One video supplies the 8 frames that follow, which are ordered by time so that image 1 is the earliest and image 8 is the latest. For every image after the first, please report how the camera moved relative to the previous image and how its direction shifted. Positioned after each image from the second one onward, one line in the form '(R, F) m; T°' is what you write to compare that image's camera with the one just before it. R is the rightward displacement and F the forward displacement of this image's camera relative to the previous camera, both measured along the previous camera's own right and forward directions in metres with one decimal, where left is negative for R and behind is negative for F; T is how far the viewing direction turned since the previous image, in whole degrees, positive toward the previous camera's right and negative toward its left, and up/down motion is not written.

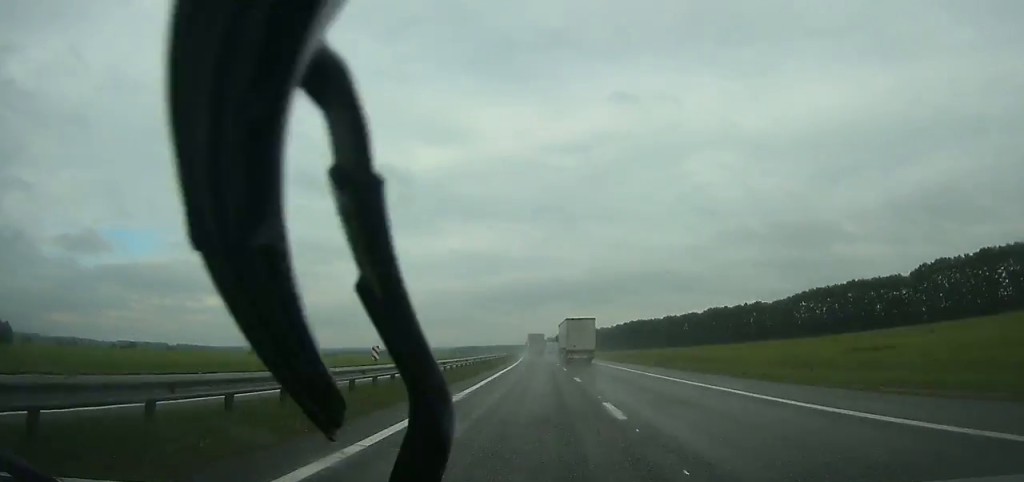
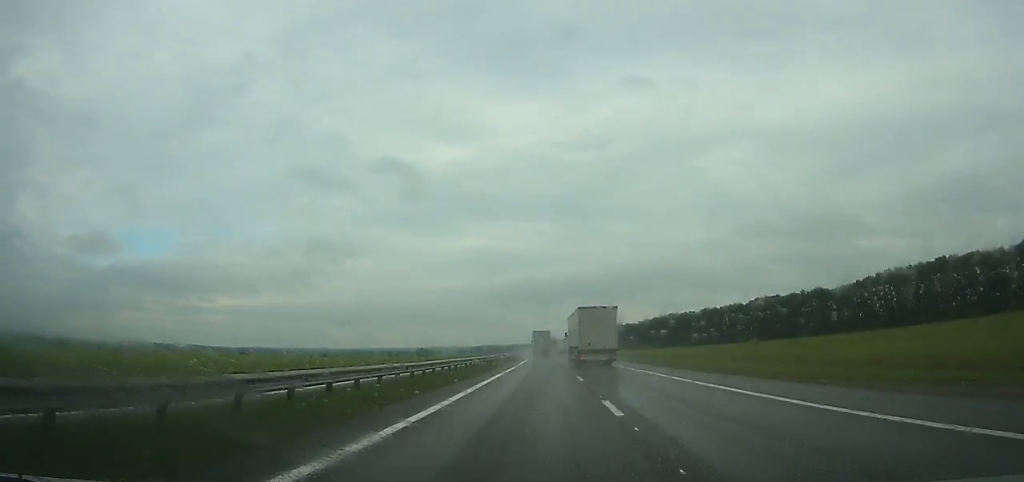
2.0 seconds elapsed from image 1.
(-0.9, +58.8) m; -1°
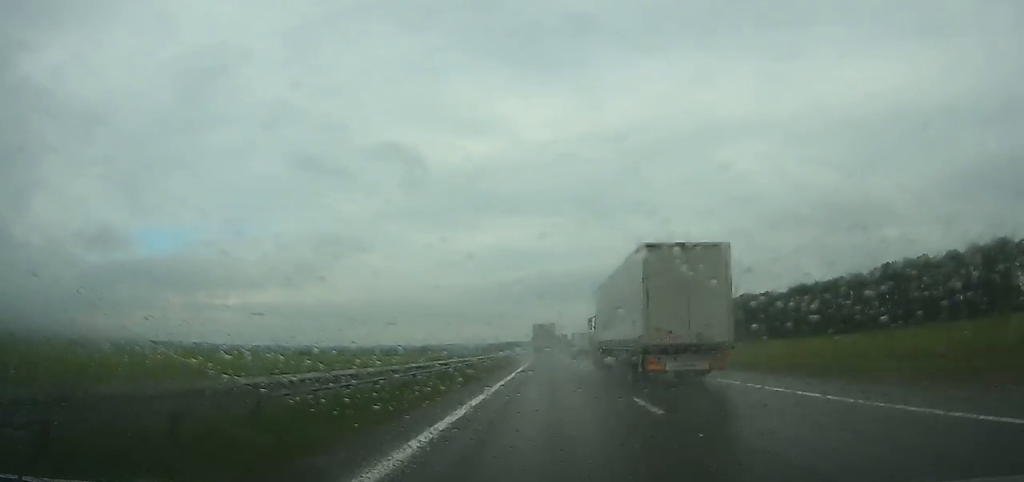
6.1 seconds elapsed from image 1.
(-2.7, +118.5) m; -2°
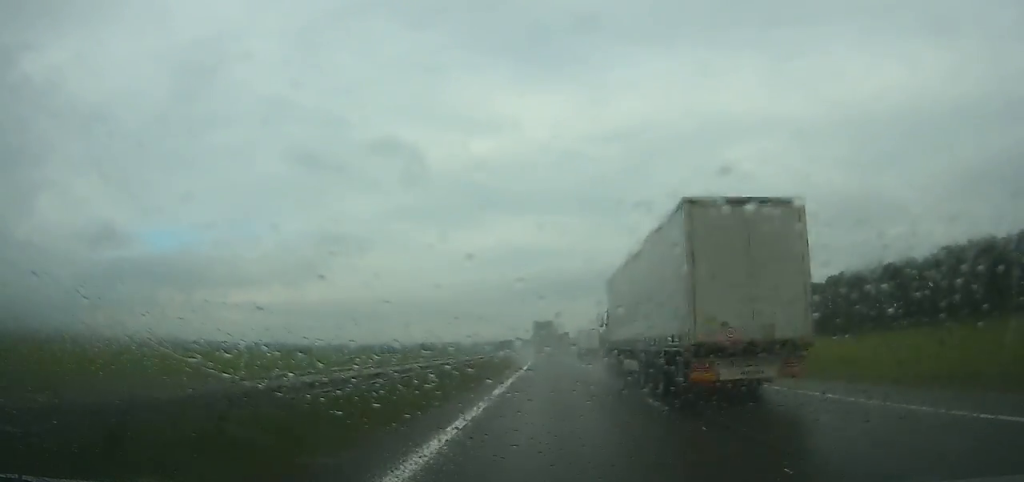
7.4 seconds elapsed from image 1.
(-0.2, +36.7) m; -1°
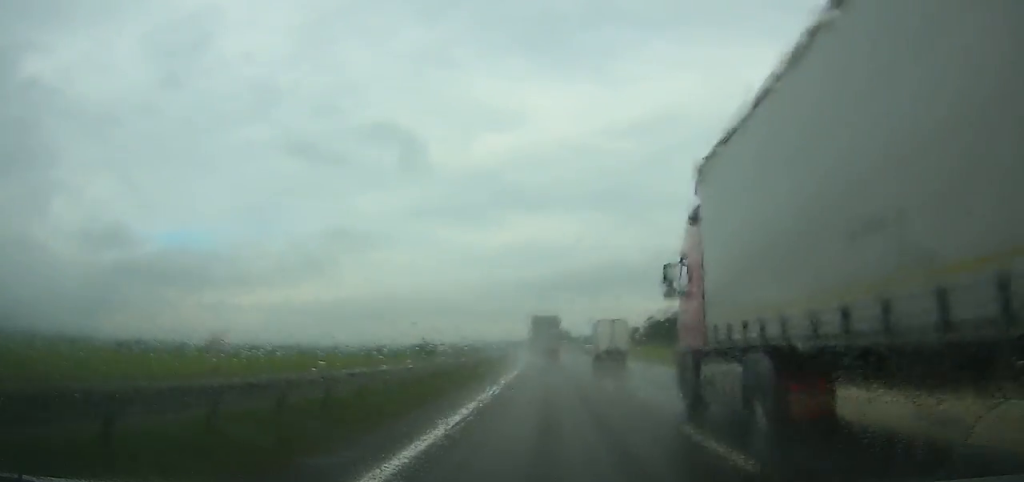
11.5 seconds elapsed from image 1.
(-1.9, +113.4) m; -2°
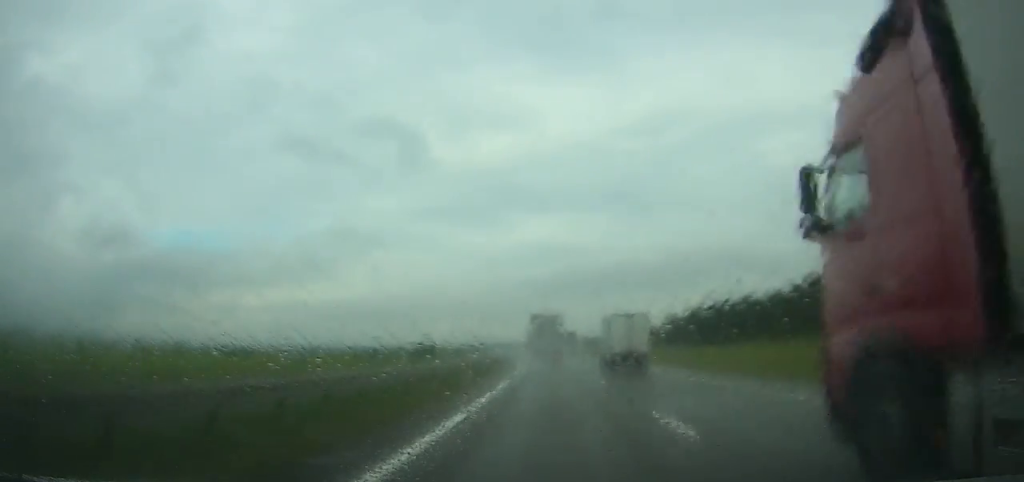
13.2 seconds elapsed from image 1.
(-0.3, +46.0) m; -1°
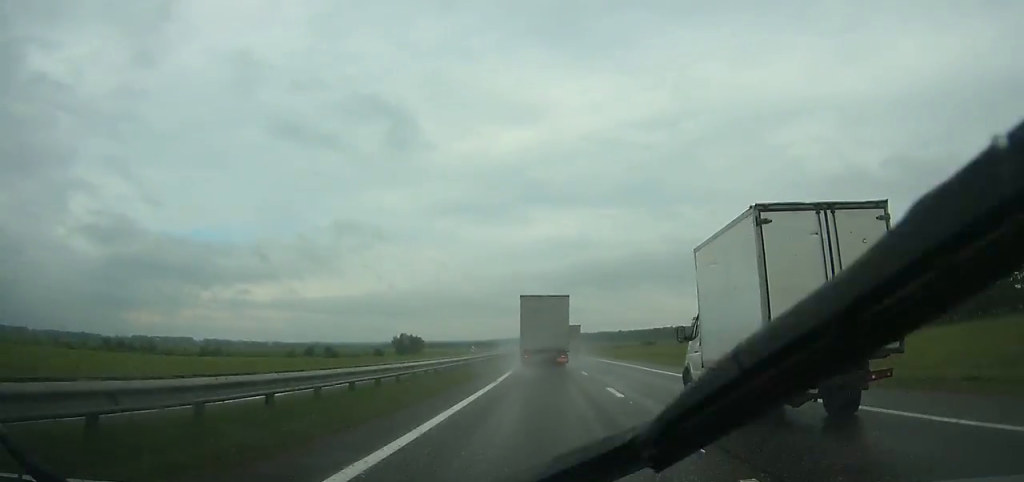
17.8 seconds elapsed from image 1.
(-2.3, +120.5) m; -2°
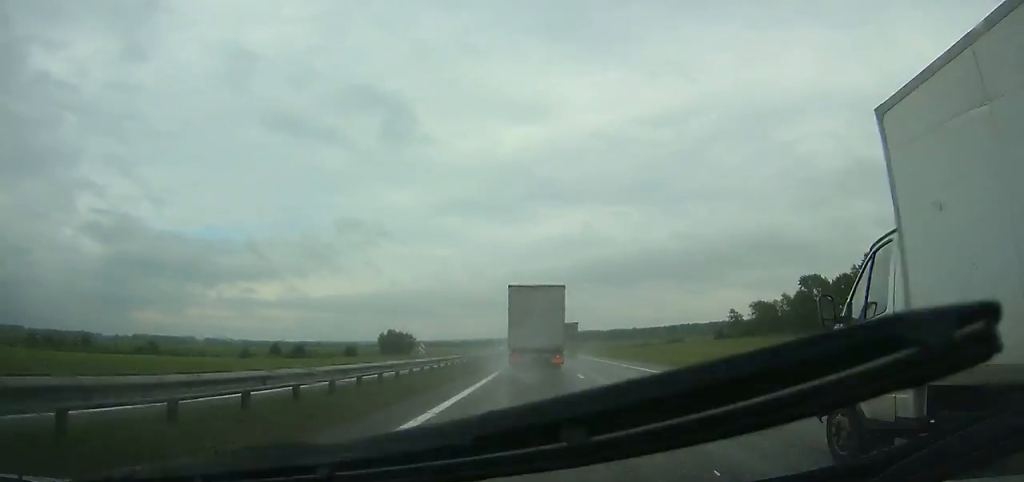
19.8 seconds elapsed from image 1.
(-0.4, +49.9) m; -1°
